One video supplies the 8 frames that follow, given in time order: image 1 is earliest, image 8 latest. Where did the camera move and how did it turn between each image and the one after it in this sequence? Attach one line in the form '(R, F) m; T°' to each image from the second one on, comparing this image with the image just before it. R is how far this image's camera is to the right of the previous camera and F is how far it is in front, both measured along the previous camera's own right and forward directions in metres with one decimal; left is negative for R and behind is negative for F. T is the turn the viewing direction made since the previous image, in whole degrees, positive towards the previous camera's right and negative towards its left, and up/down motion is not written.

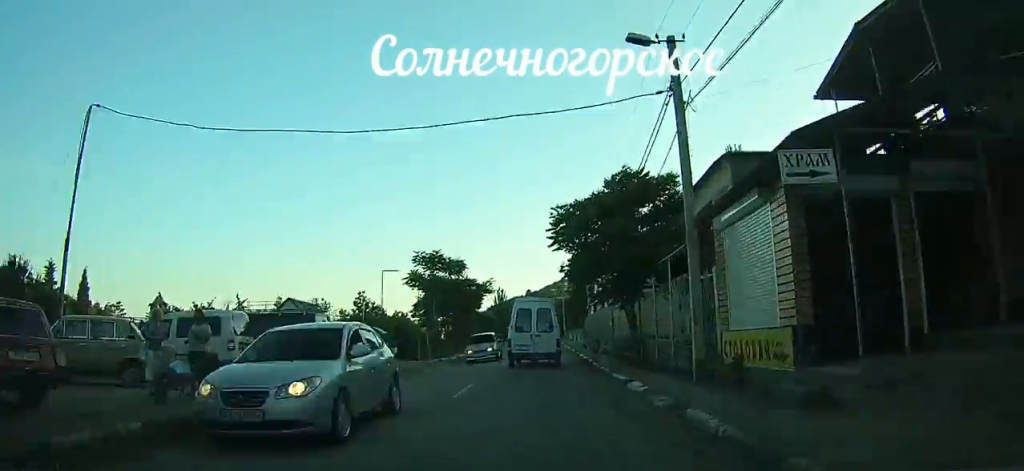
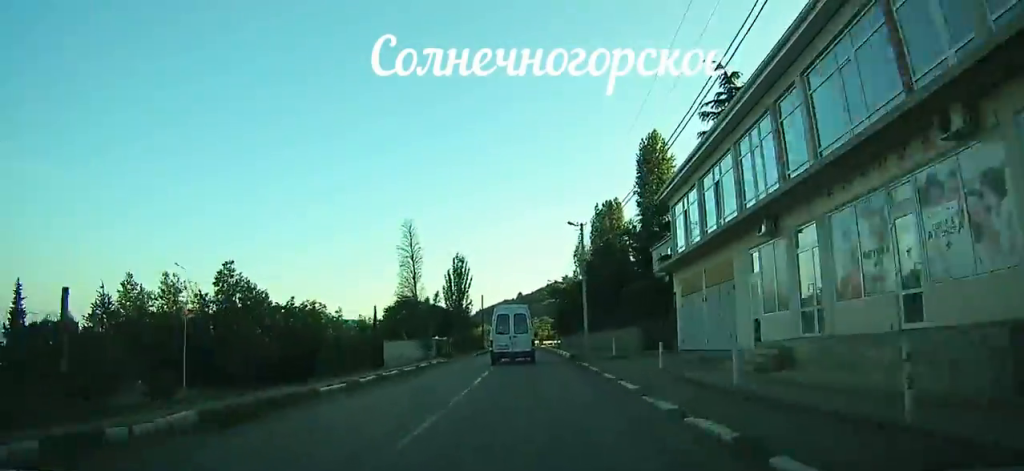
(+0.6, +40.0) m; +1°
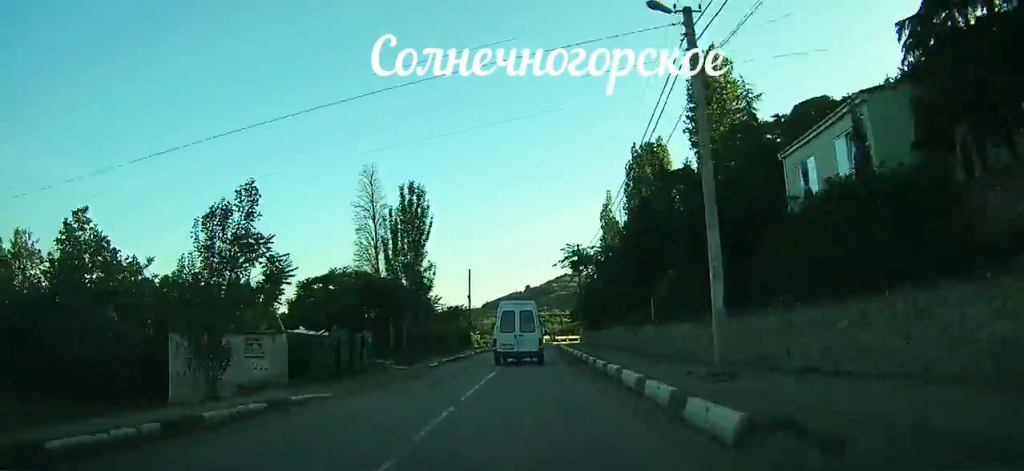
(+0.2, +20.3) m; 0°
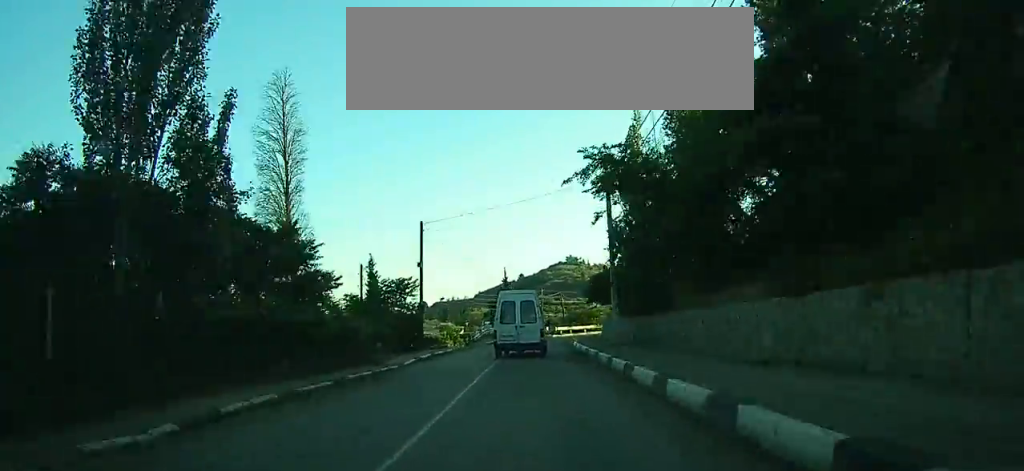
(-0.1, +18.7) m; +1°
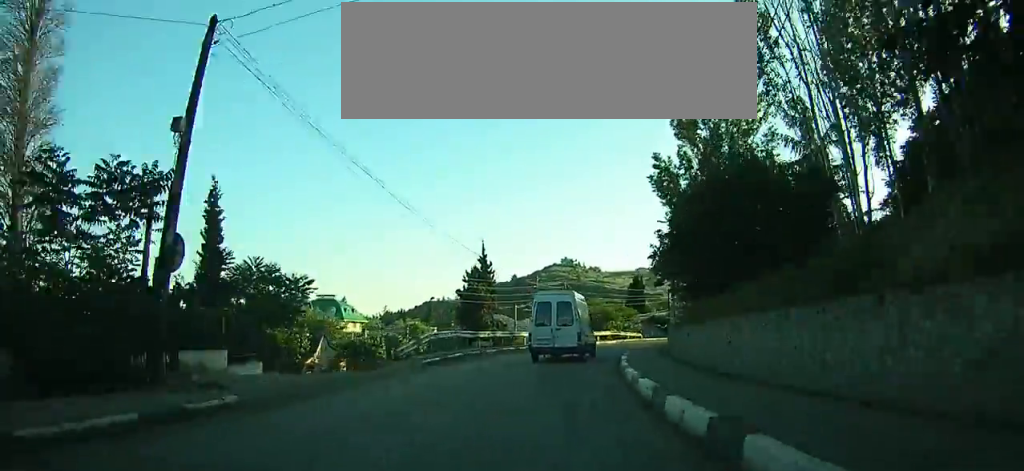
(-0.3, +22.0) m; +2°
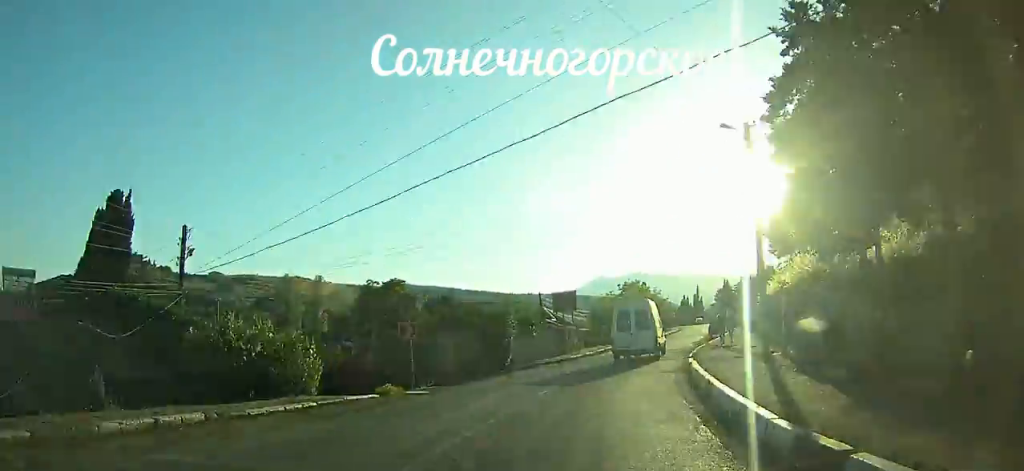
(+12.4, +52.1) m; +36°
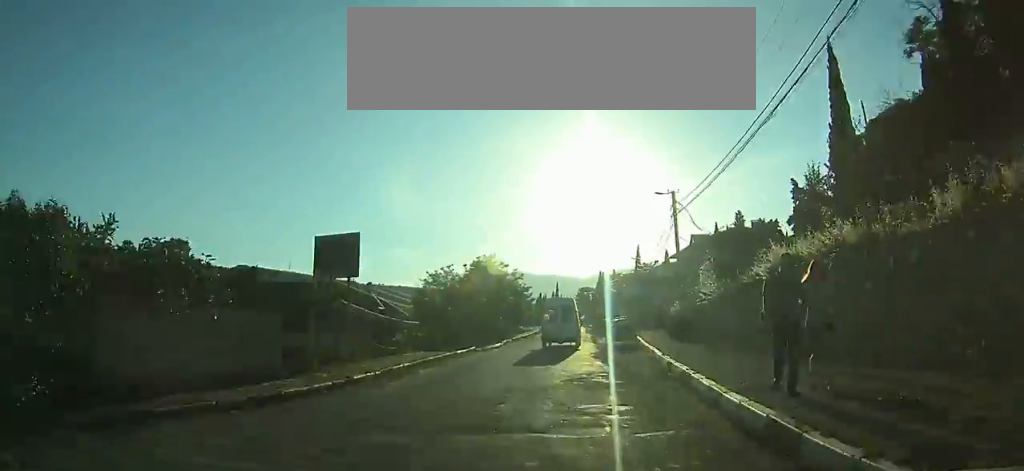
(+4.5, +22.6) m; +13°
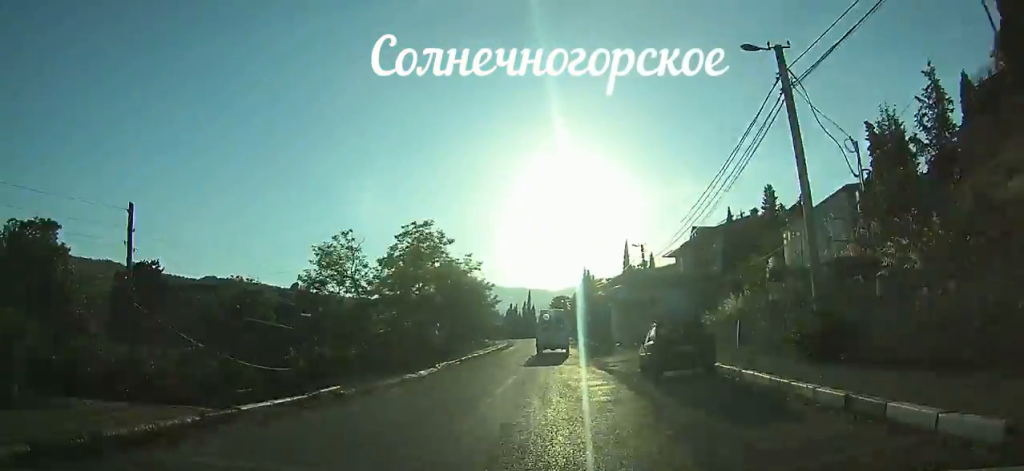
(+1.5, +17.5) m; +7°
